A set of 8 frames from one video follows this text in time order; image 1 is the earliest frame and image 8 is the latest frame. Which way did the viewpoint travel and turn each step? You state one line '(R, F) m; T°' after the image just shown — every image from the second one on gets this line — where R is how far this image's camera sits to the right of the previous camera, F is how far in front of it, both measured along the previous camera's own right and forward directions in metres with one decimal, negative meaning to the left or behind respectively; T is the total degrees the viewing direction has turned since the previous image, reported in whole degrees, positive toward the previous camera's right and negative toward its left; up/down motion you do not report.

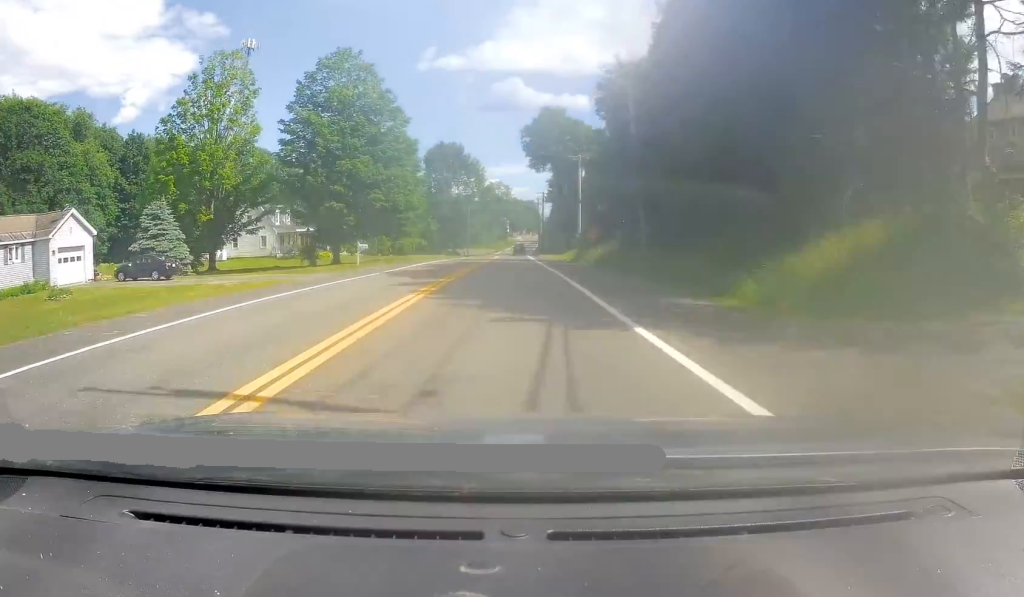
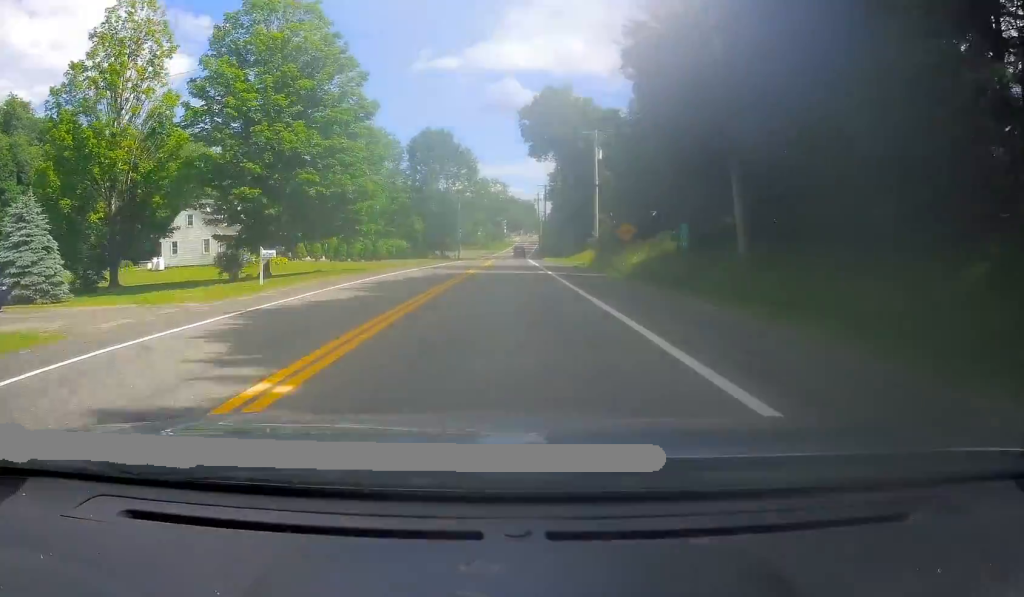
(0.0, +15.5) m; 0°
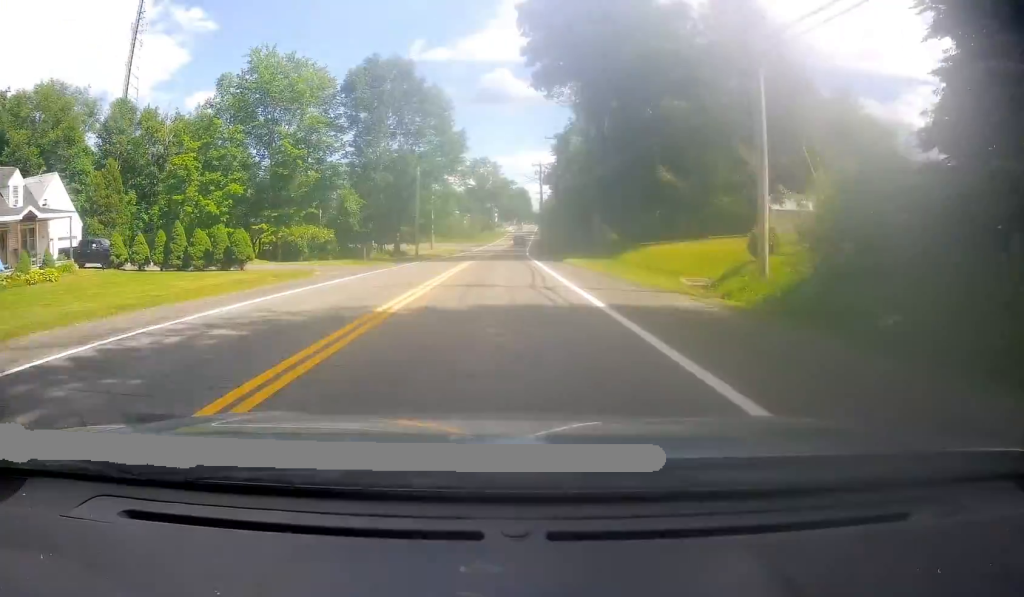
(+0.1, +36.3) m; 0°
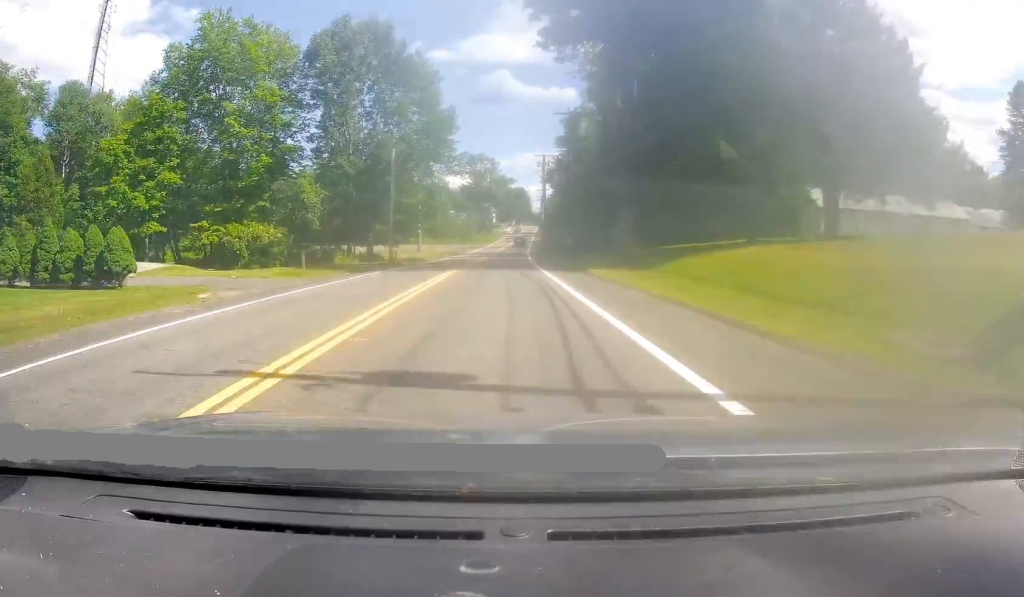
(-0.4, +12.1) m; 0°
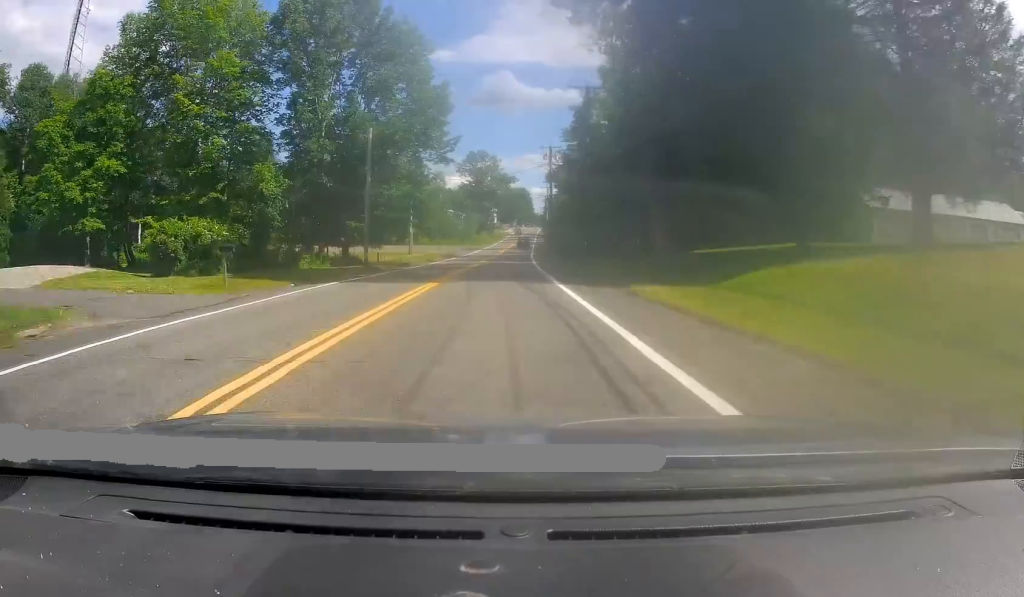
(+0.2, +7.9) m; 0°
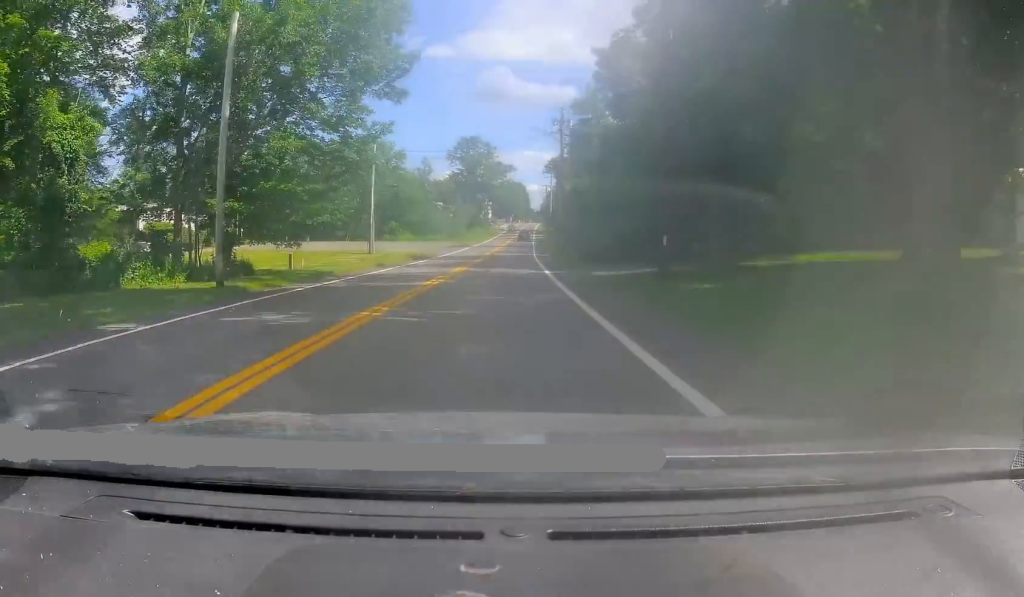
(+0.3, +20.0) m; 0°
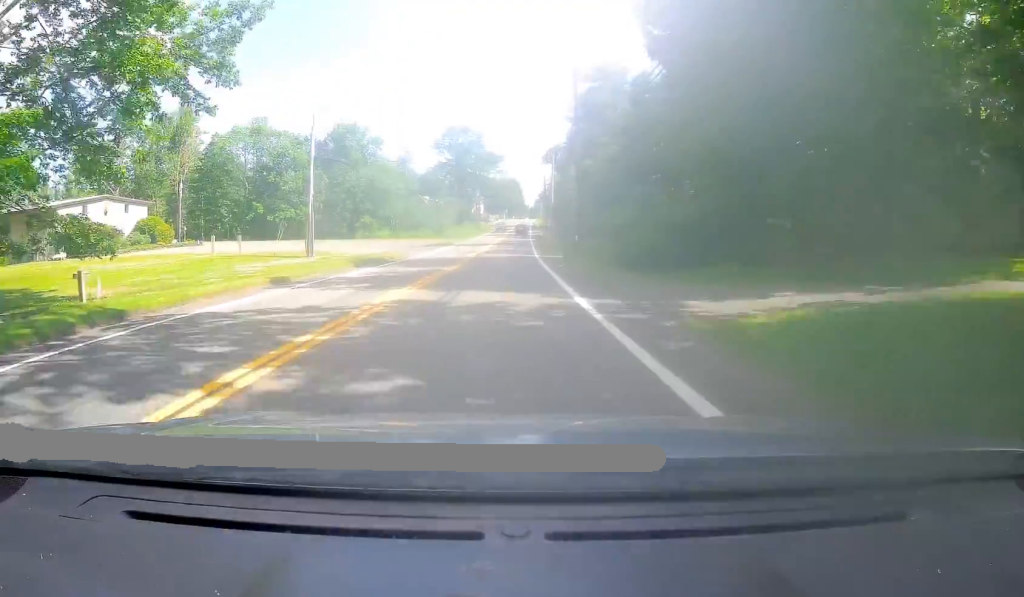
(-0.1, +15.8) m; 0°
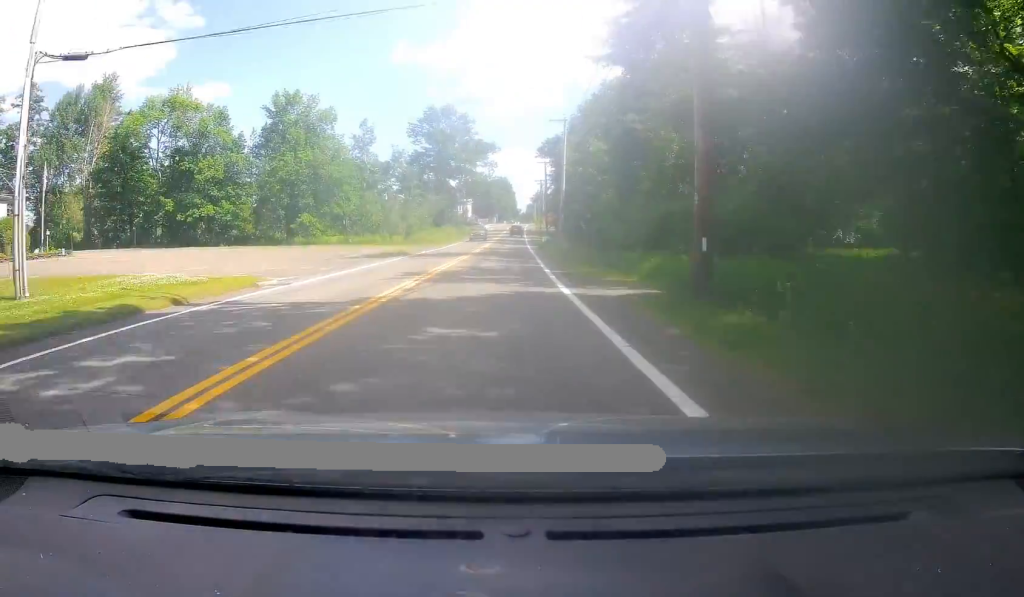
(+0.4, +25.6) m; +2°
